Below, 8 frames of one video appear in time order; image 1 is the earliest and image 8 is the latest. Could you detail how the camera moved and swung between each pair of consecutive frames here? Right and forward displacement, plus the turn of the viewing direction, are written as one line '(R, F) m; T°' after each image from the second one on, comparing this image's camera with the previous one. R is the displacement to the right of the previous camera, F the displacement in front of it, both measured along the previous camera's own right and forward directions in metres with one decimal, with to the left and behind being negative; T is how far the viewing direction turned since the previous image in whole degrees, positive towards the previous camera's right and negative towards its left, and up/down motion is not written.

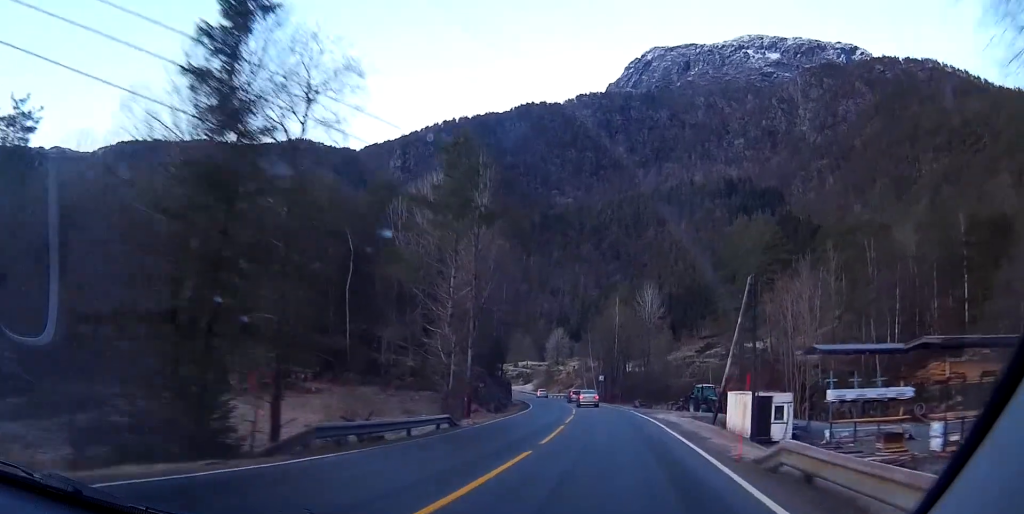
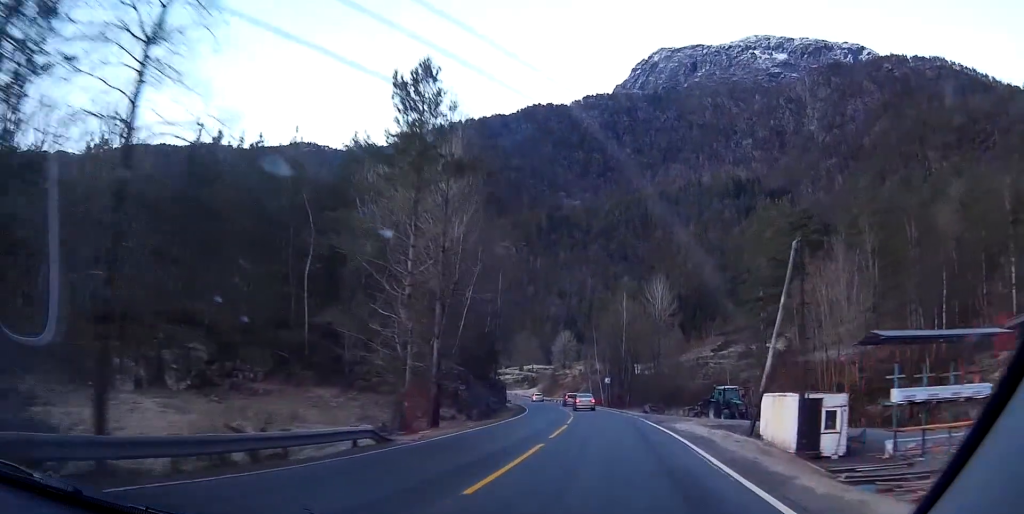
(0.0, +9.4) m; 0°
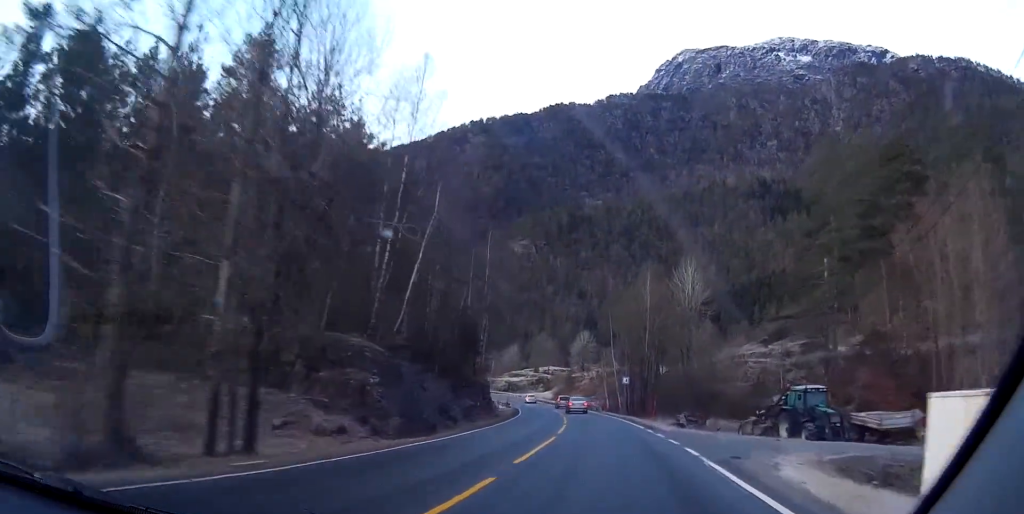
(0.0, +20.0) m; 0°
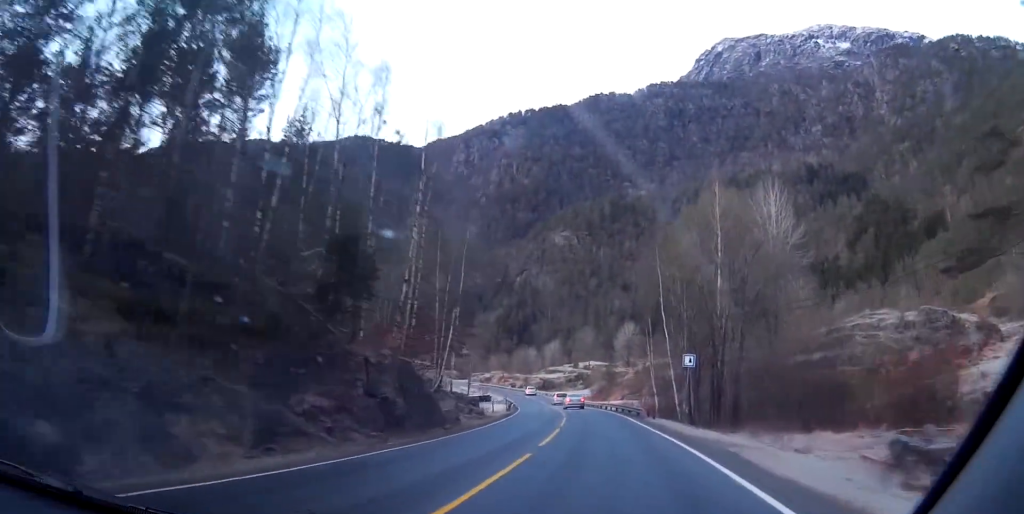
(0.0, +32.5) m; -2°
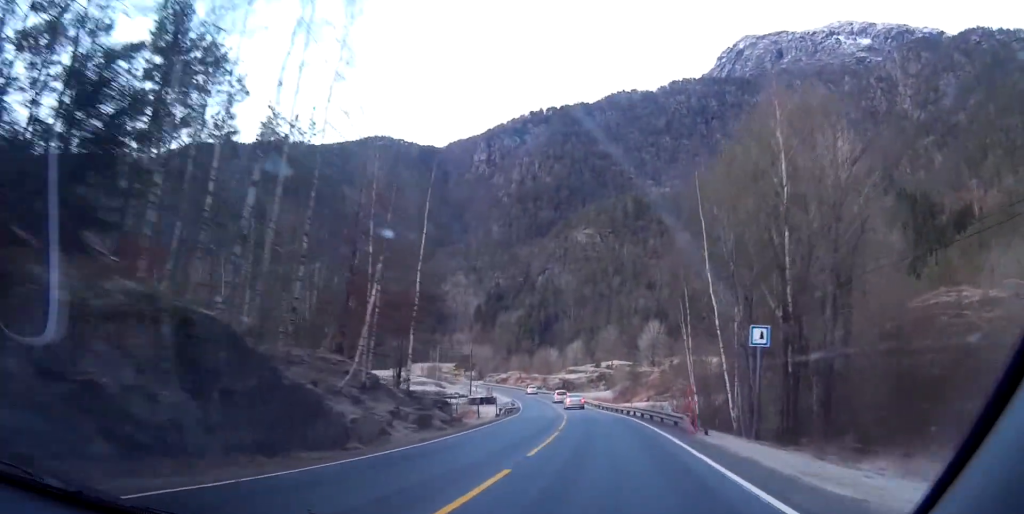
(-0.4, +15.6) m; -3°
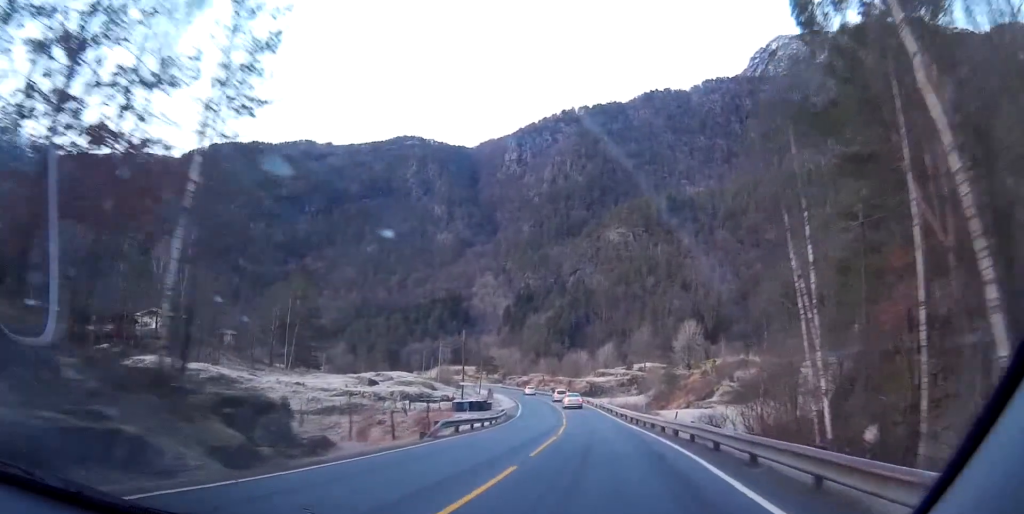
(-1.0, +24.0) m; -10°
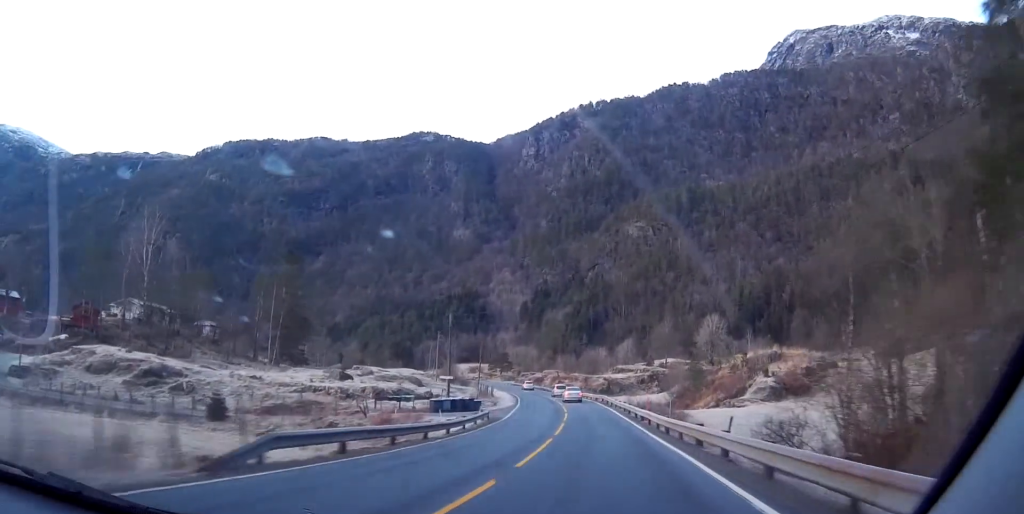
(-1.4, +14.8) m; 0°
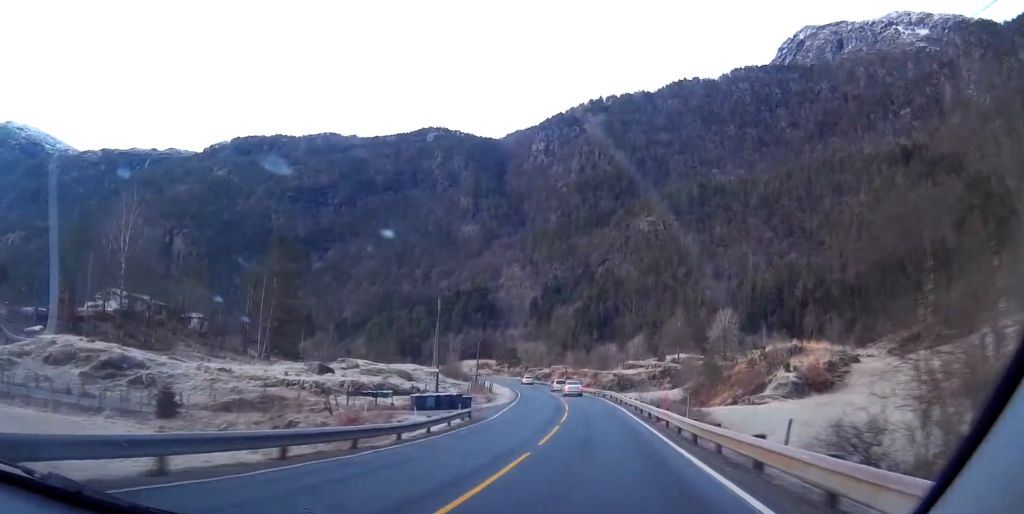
(-1.7, +7.7) m; +3°
